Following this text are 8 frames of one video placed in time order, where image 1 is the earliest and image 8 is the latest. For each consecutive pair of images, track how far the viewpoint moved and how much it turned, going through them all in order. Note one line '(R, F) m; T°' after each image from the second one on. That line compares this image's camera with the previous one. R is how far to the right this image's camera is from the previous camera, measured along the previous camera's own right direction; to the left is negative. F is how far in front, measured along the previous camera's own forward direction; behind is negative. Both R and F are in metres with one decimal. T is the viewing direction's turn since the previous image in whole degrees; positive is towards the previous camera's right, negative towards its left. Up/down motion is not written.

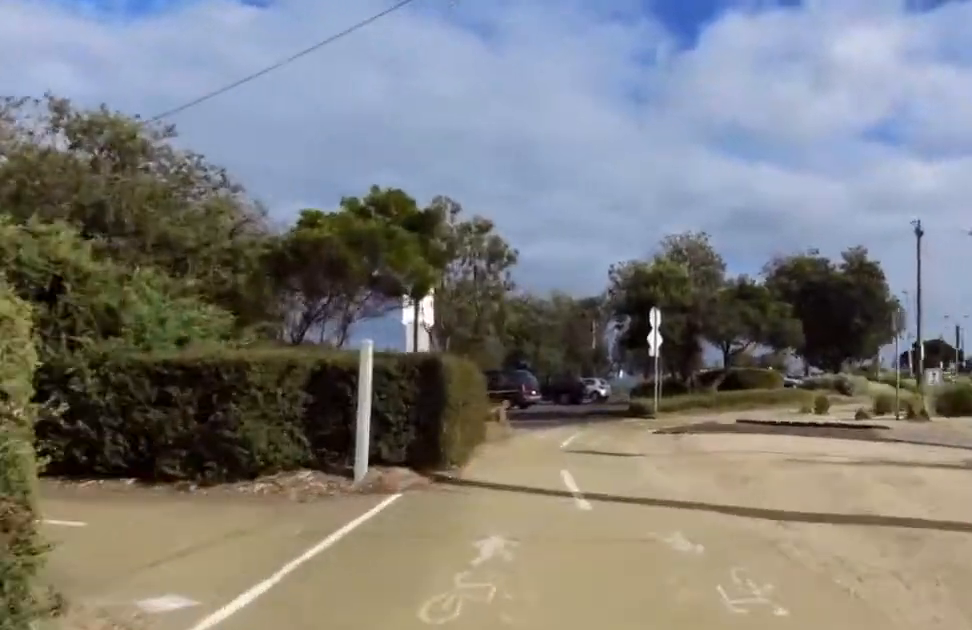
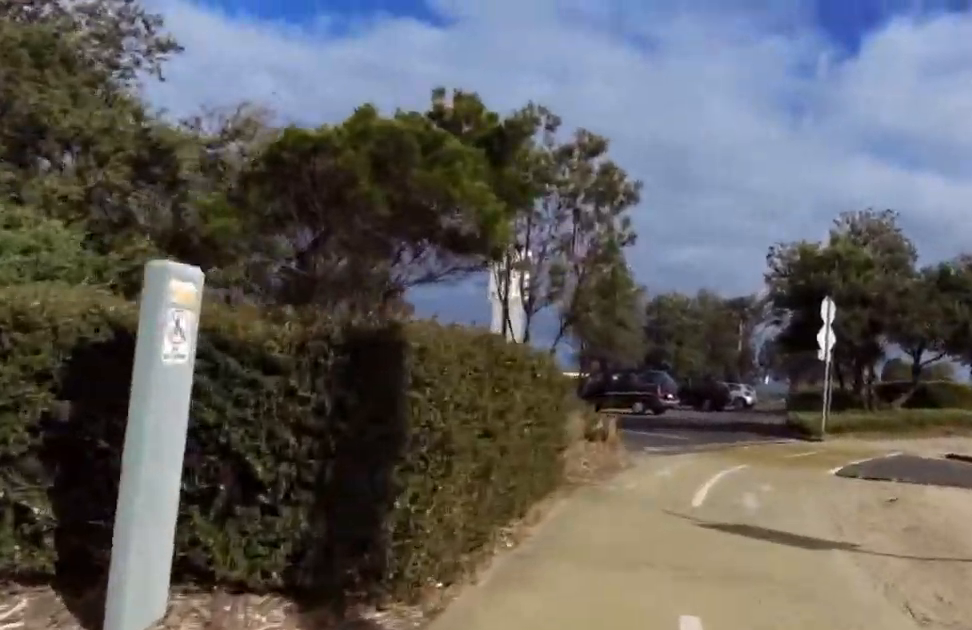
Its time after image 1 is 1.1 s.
(-1.1, +4.1) m; +3°
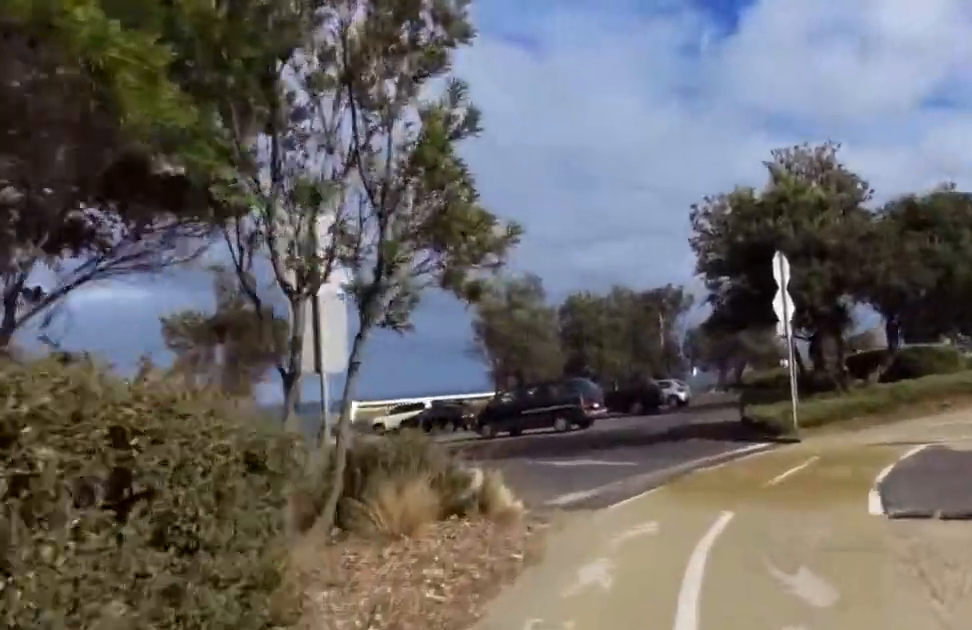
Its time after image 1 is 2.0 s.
(+1.2, +4.1) m; +9°
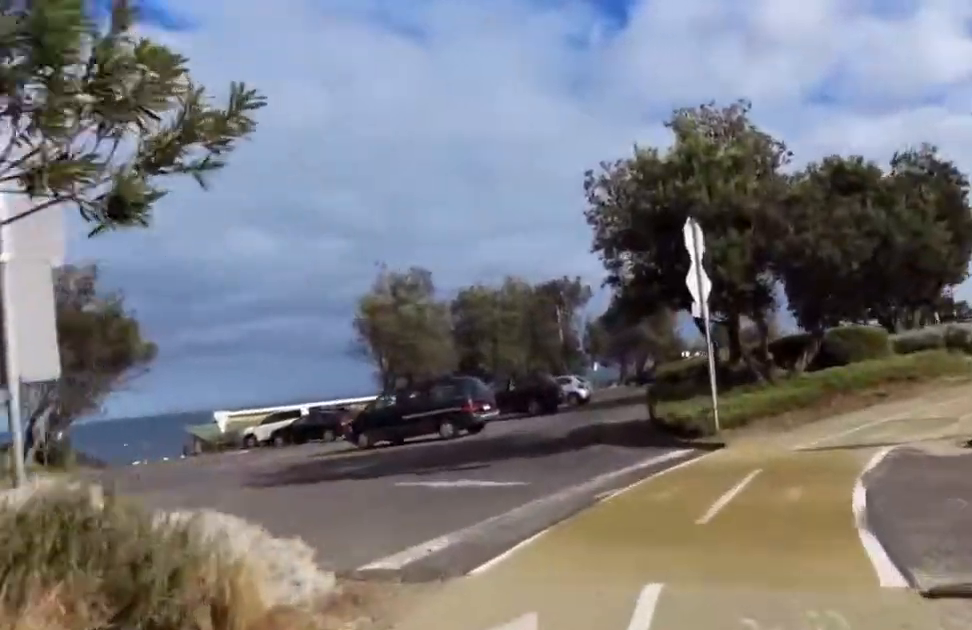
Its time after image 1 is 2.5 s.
(-0.1, +2.3) m; +1°
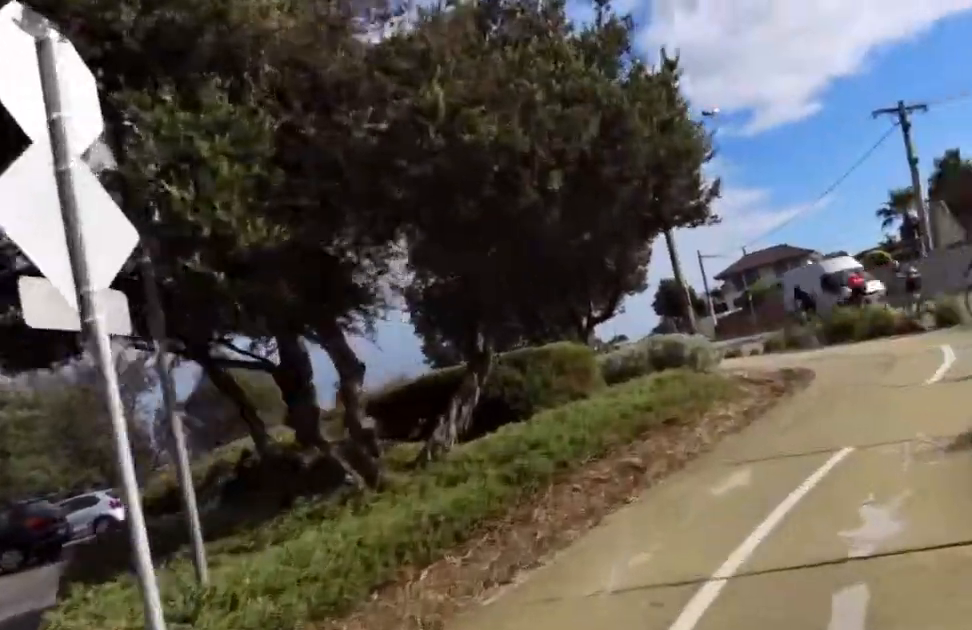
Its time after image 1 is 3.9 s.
(+0.1, +7.2) m; +13°
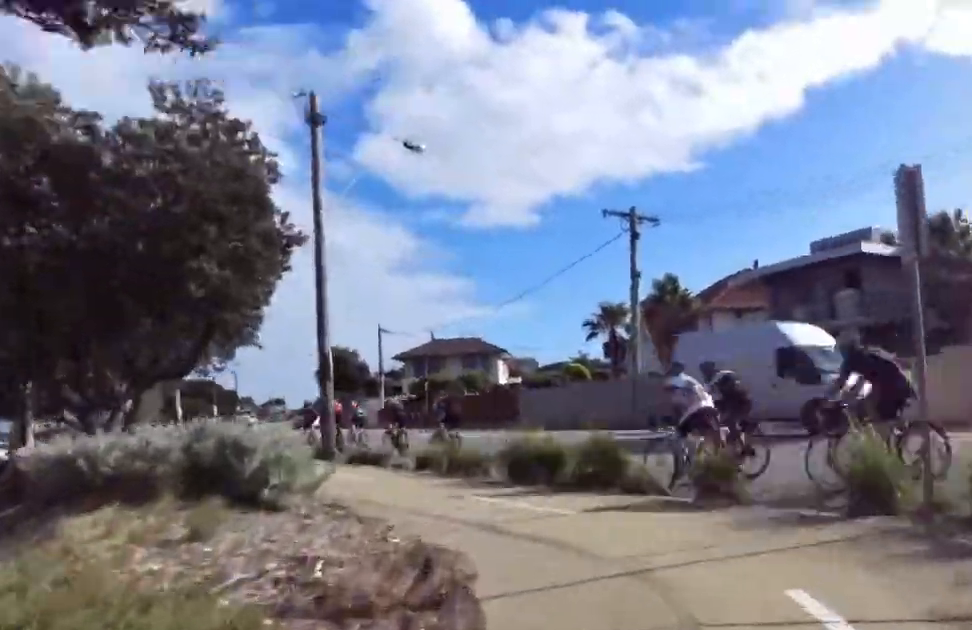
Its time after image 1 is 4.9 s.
(+0.9, +5.3) m; +12°
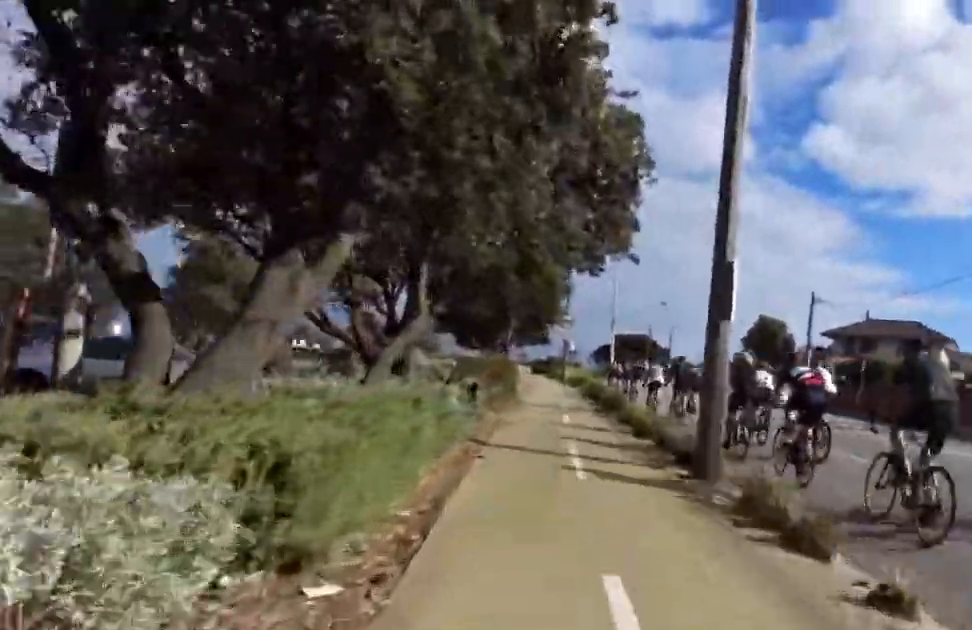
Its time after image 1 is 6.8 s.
(+0.6, +11.6) m; -7°
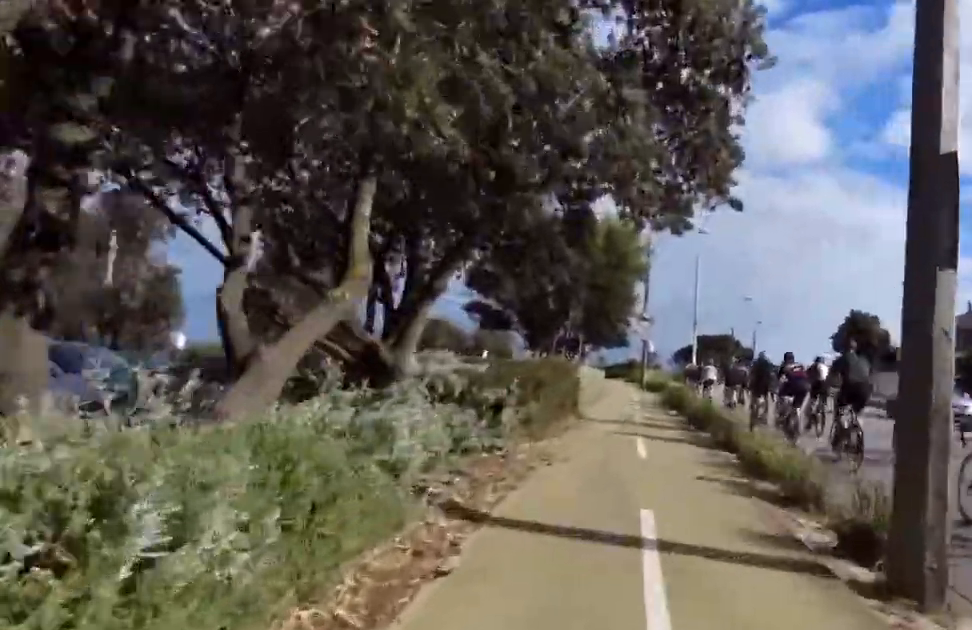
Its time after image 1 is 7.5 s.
(-0.5, +4.2) m; -8°
